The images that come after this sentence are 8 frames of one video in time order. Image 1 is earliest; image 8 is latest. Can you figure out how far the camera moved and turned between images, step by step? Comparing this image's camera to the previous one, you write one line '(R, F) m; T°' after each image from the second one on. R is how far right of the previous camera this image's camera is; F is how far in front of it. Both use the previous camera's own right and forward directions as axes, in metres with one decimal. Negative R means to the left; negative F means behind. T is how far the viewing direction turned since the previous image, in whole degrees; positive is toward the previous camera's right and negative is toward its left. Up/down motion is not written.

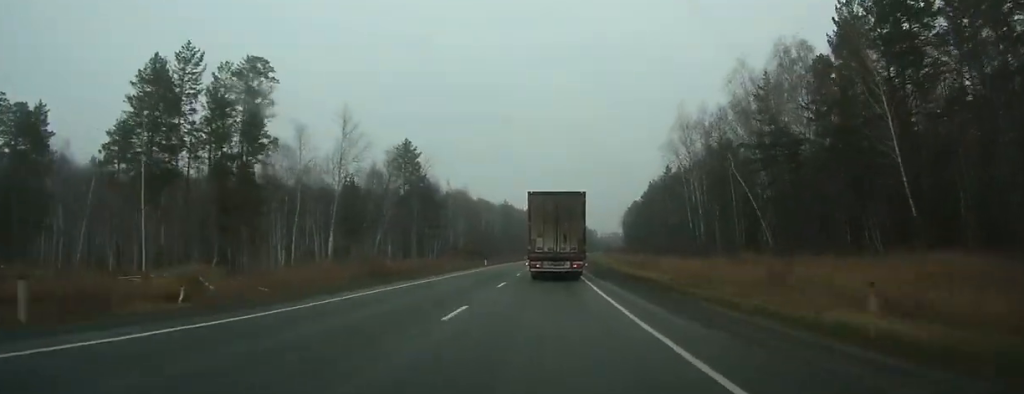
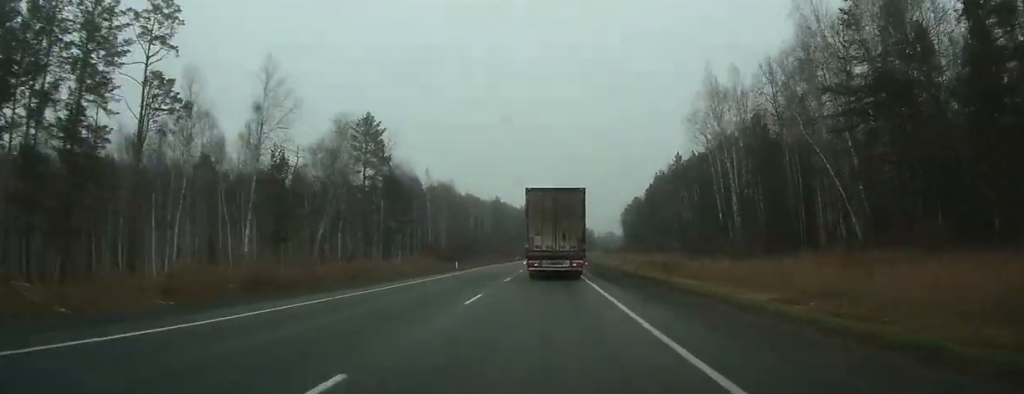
(+0.2, +20.8) m; +1°
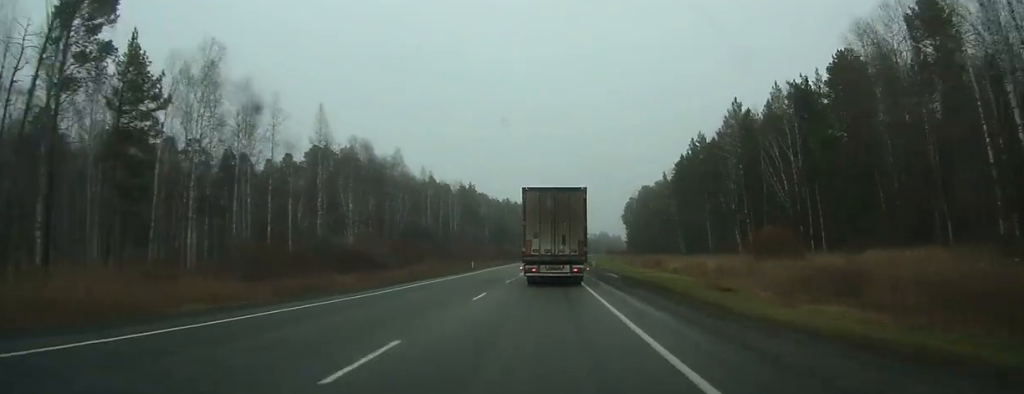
(+0.6, +57.5) m; +1°
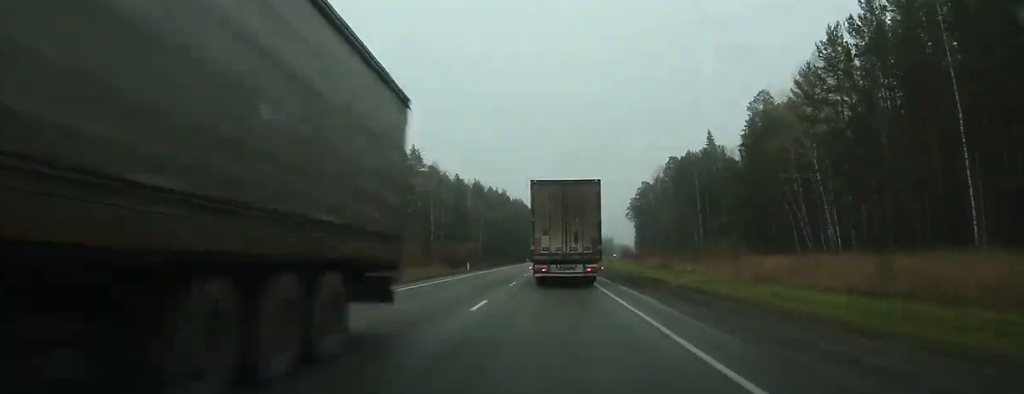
(+0.7, +76.0) m; +1°
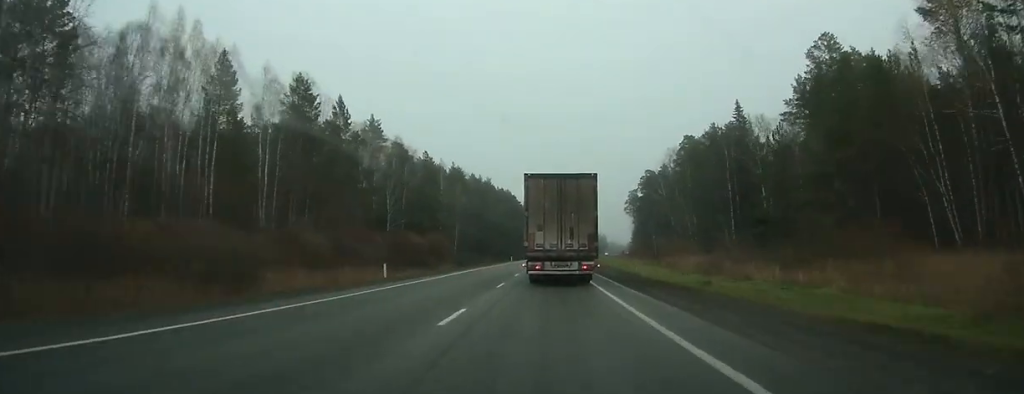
(+0.1, +27.6) m; 0°
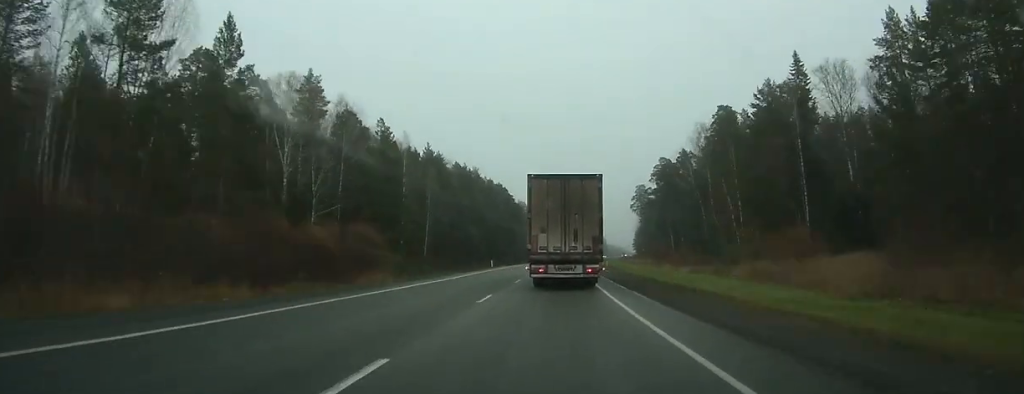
(0.0, +30.2) m; 0°
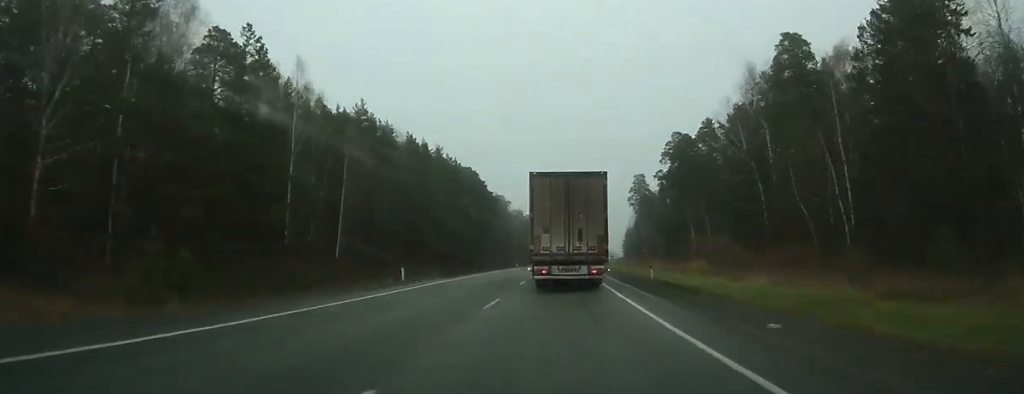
(+0.1, +37.2) m; +1°
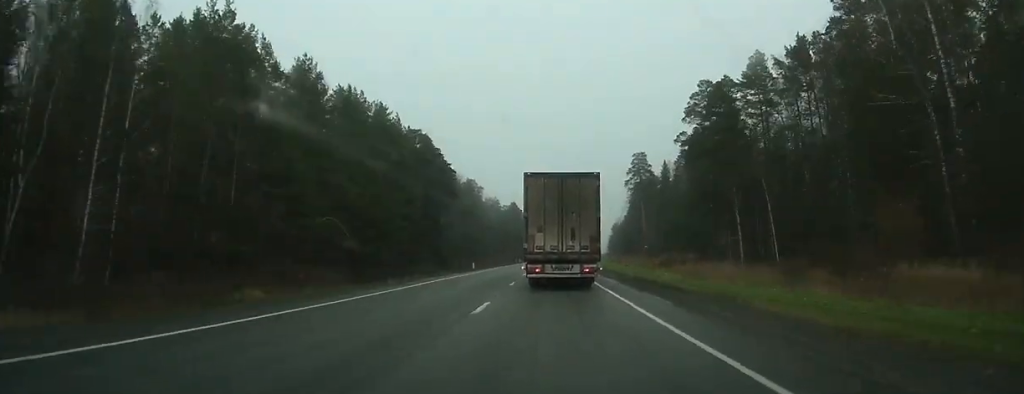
(+0.4, +38.3) m; +2°
